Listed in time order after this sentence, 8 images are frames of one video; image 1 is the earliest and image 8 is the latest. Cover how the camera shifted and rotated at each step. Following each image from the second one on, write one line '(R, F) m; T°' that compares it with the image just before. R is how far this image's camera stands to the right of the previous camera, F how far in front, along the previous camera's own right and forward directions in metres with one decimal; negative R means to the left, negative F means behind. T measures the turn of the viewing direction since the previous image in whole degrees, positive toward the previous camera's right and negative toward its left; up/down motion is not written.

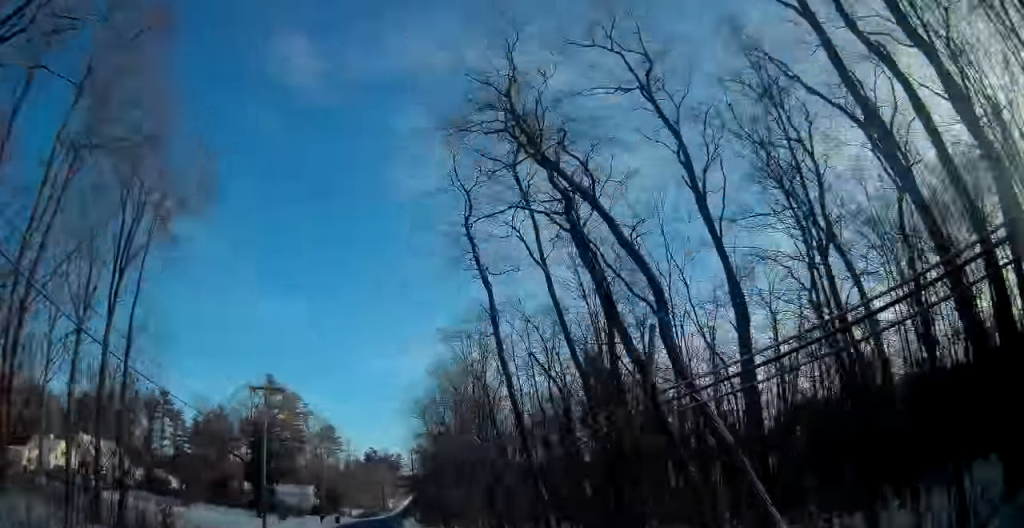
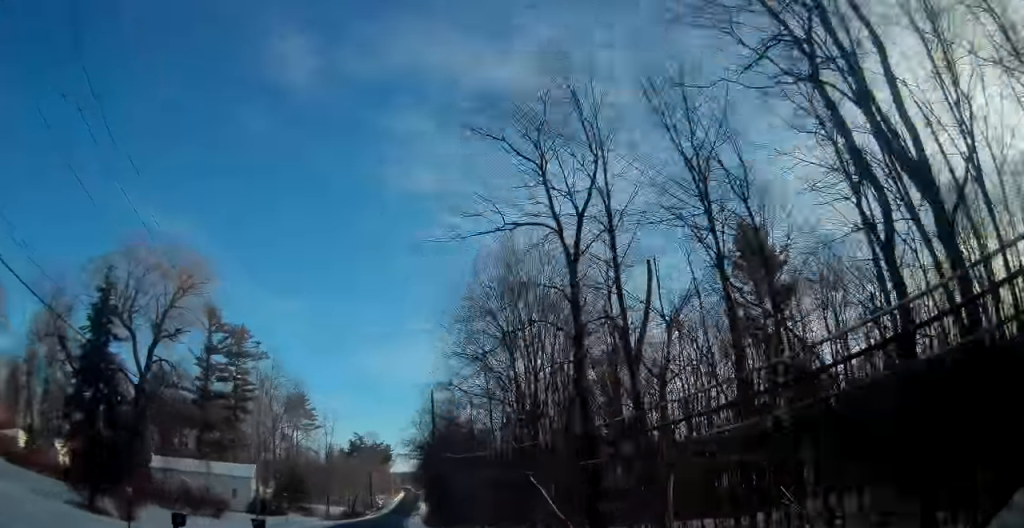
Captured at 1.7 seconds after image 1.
(-0.1, +43.5) m; +1°
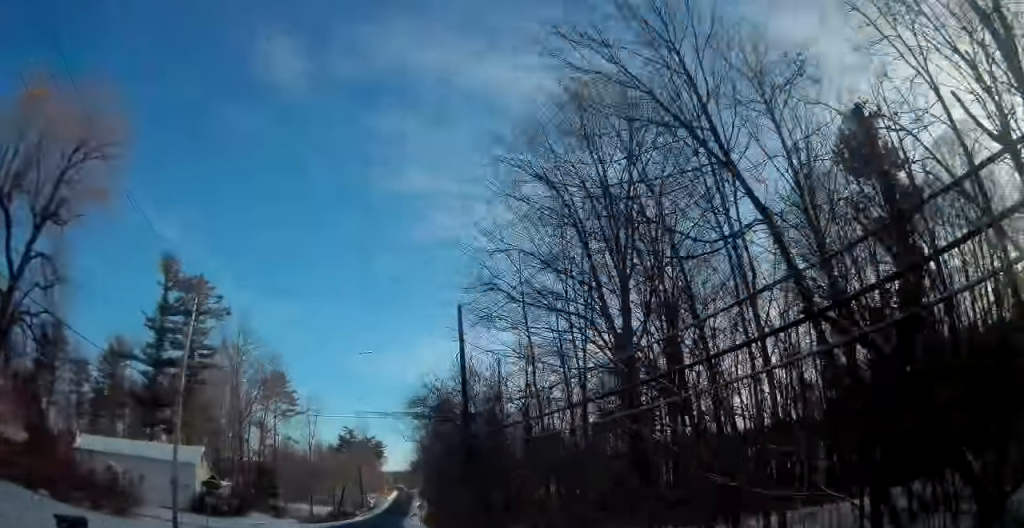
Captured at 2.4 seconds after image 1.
(+0.3, +16.9) m; +1°
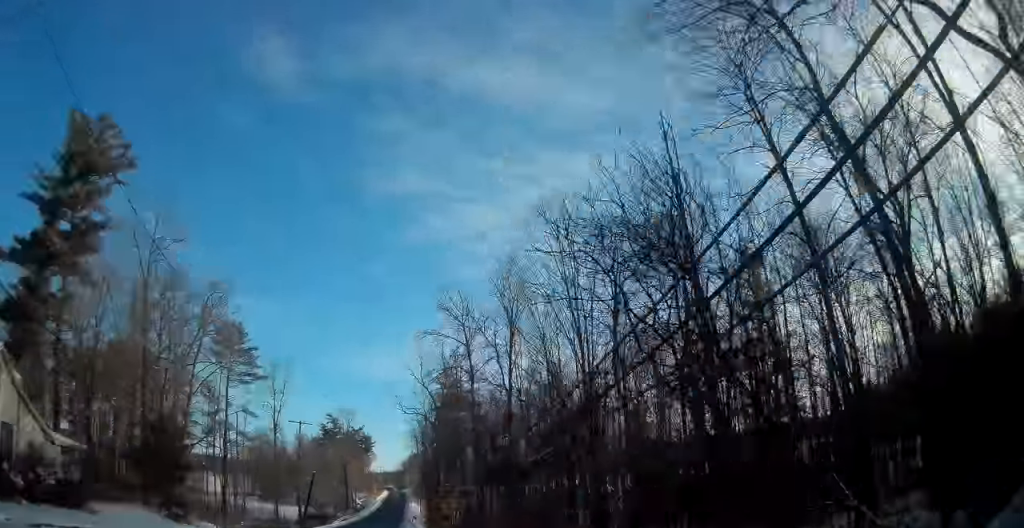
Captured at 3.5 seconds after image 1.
(+0.3, +28.6) m; +1°
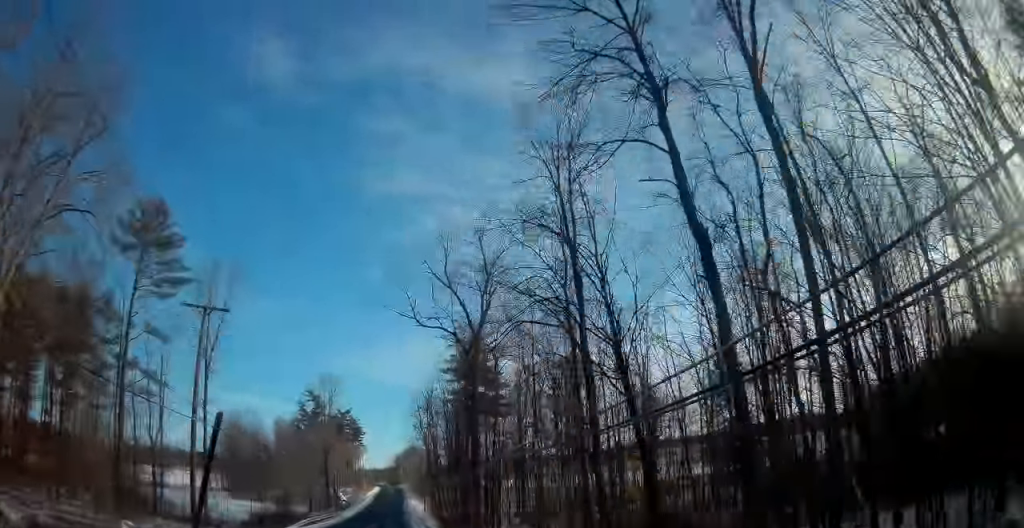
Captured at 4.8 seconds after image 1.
(+0.2, +31.8) m; +1°
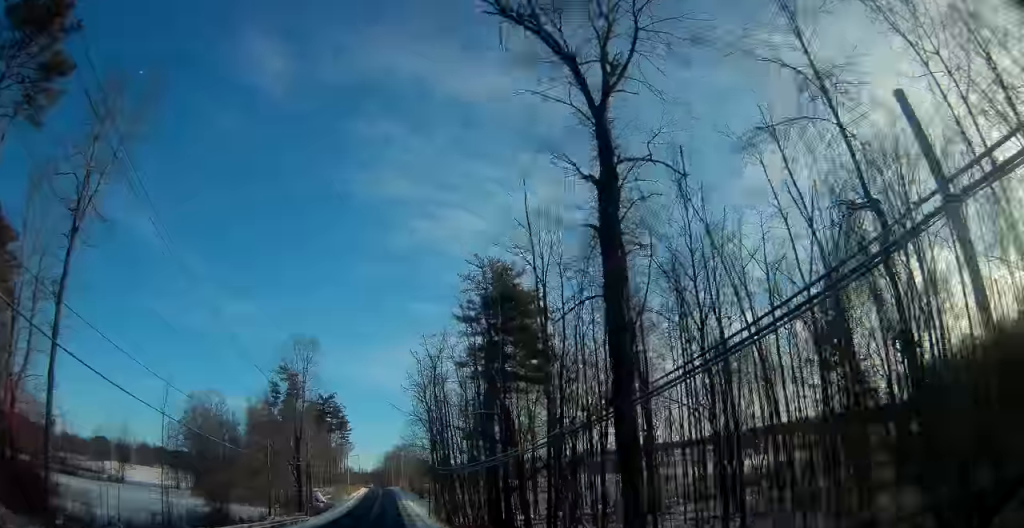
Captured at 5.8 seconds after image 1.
(+0.2, +25.9) m; +1°
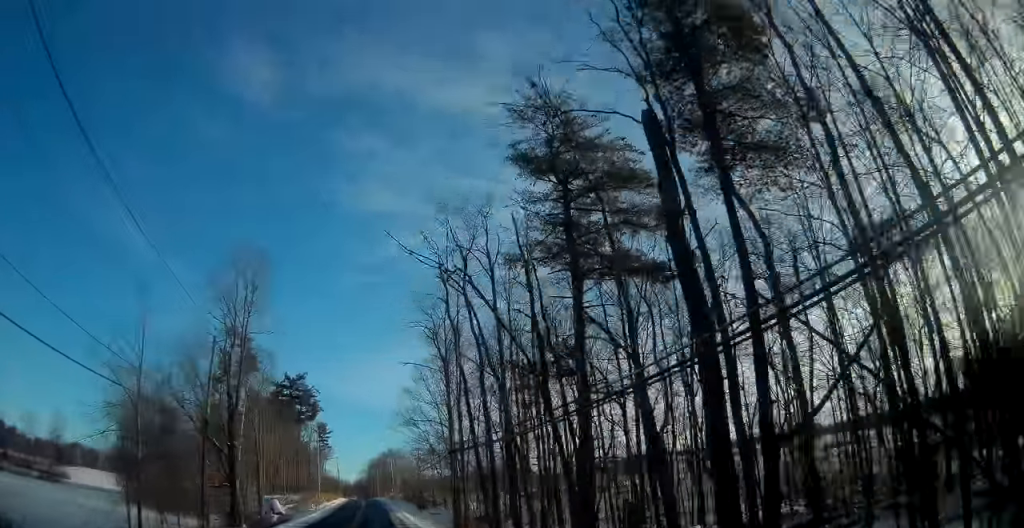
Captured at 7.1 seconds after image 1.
(+0.6, +32.4) m; +1°
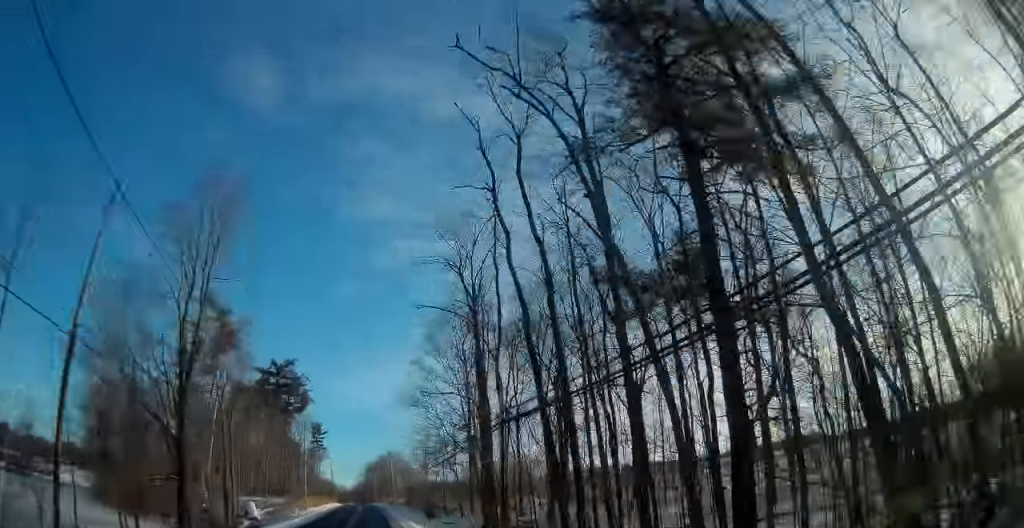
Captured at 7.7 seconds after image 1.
(0.0, +14.0) m; 0°
